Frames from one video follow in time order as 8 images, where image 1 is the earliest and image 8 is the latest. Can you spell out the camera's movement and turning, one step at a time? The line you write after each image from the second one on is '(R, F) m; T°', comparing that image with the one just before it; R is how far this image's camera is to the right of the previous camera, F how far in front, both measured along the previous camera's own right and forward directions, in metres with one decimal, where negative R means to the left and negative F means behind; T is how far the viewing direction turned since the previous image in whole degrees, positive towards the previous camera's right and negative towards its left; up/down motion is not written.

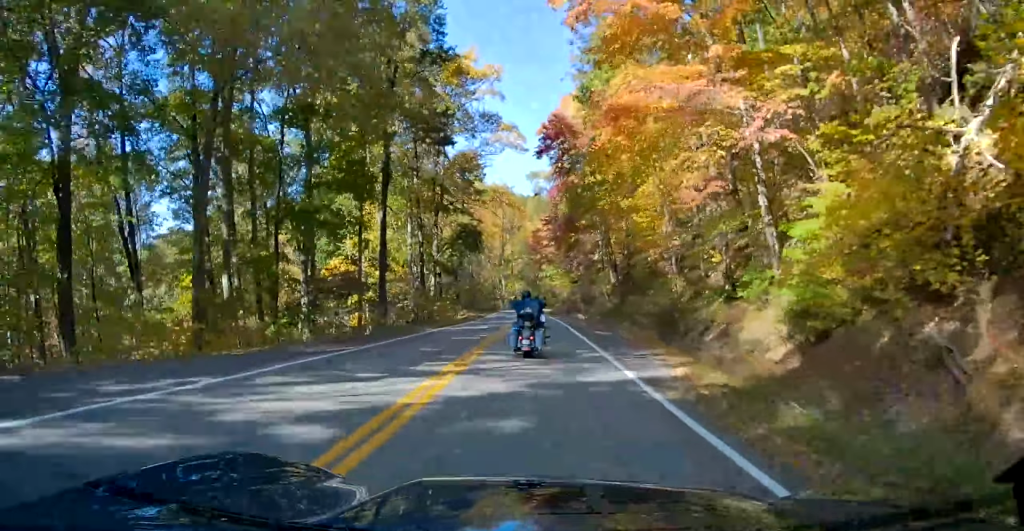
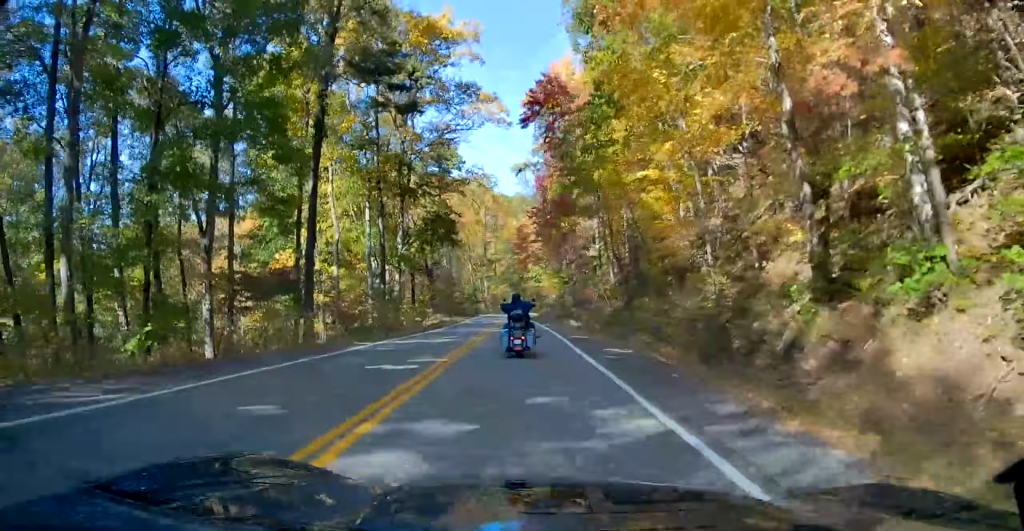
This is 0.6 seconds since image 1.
(+0.5, +10.2) m; +3°
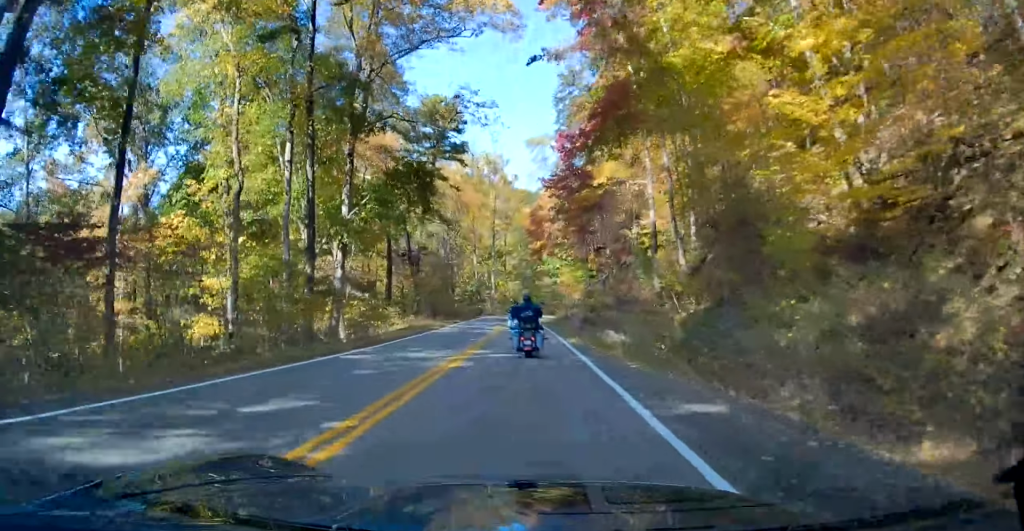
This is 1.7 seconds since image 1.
(0.0, +18.6) m; -2°
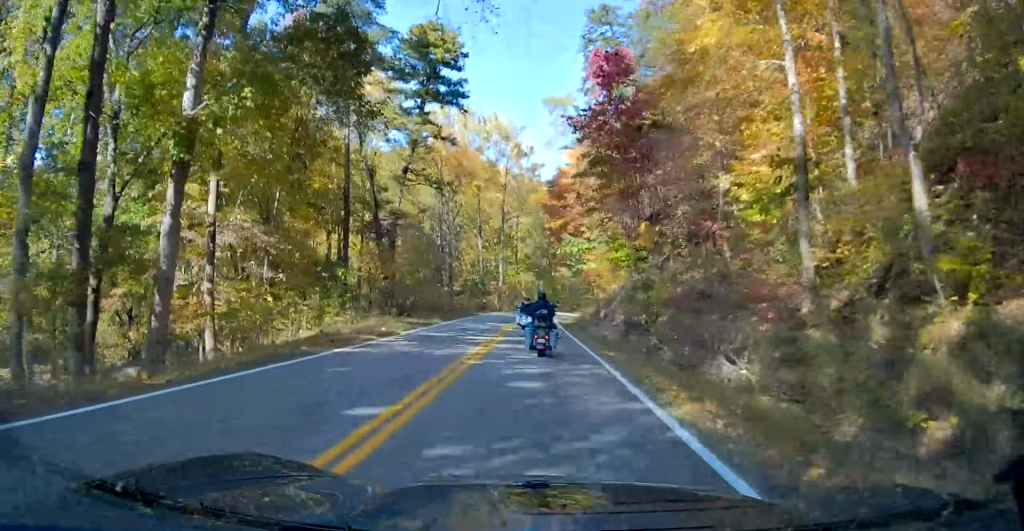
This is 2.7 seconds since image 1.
(-0.6, +16.9) m; -2°
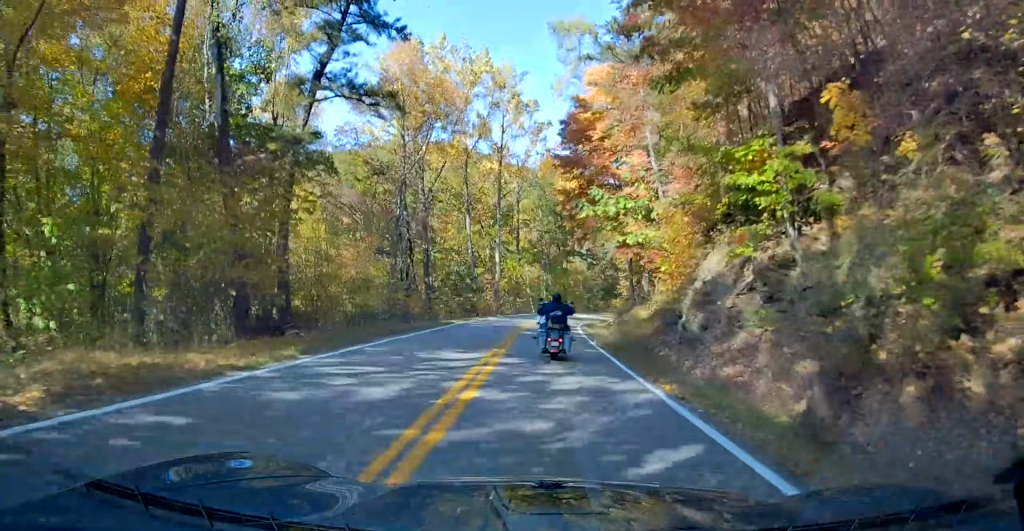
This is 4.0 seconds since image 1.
(+0.1, +20.2) m; +2°
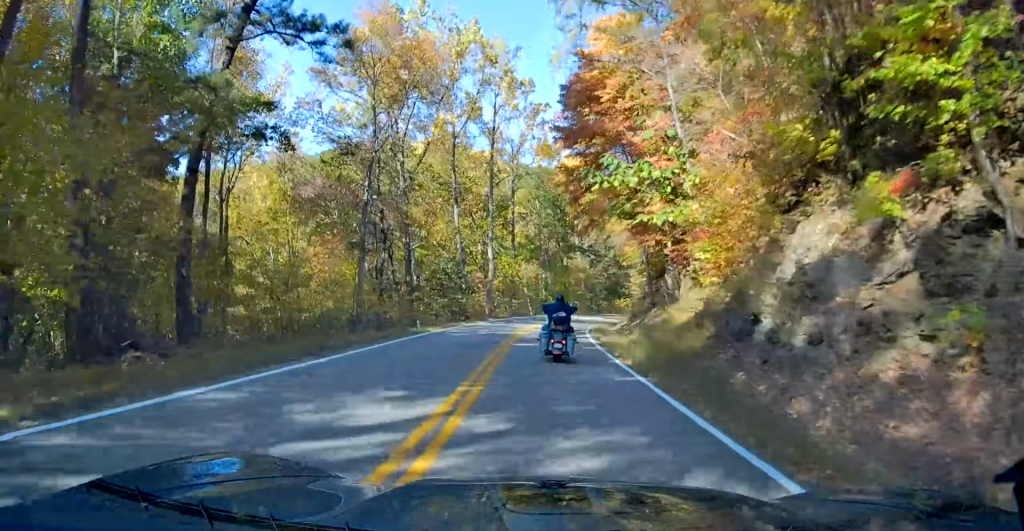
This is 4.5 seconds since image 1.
(-0.1, +7.1) m; +1°
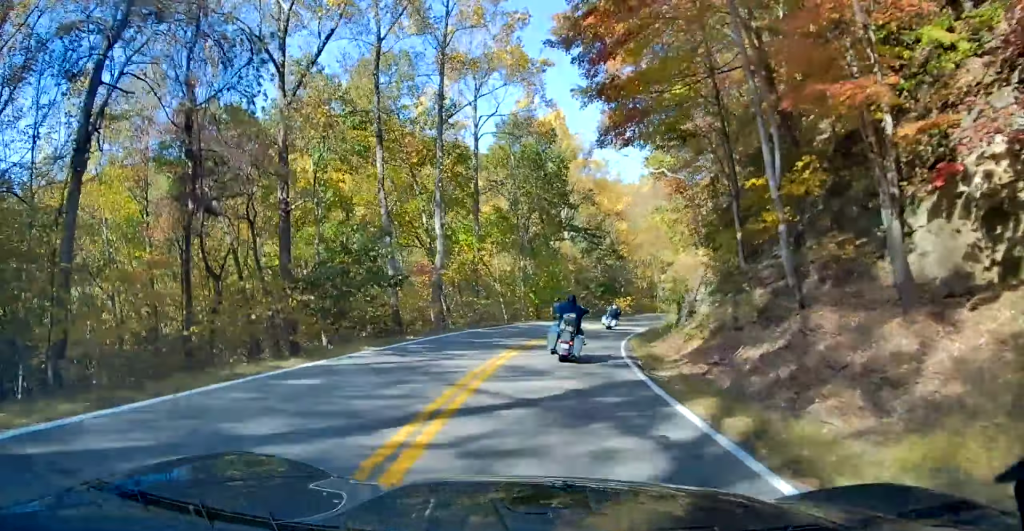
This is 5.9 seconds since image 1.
(+0.7, +21.0) m; +1°
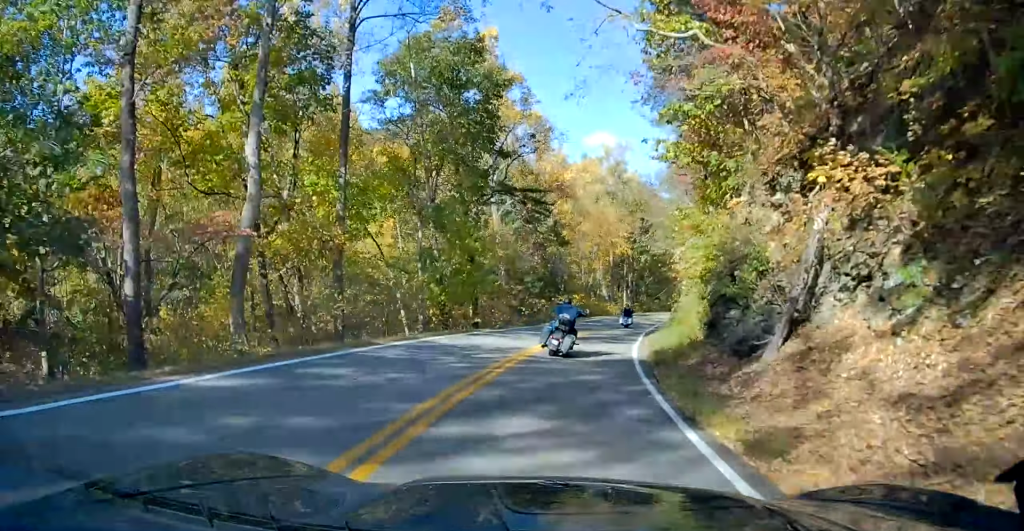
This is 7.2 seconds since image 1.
(0.0, +18.6) m; +5°
